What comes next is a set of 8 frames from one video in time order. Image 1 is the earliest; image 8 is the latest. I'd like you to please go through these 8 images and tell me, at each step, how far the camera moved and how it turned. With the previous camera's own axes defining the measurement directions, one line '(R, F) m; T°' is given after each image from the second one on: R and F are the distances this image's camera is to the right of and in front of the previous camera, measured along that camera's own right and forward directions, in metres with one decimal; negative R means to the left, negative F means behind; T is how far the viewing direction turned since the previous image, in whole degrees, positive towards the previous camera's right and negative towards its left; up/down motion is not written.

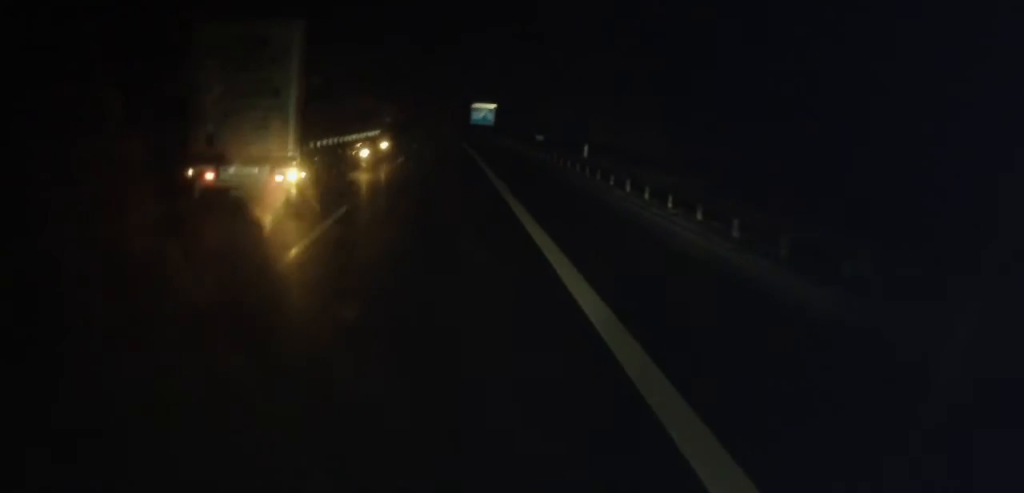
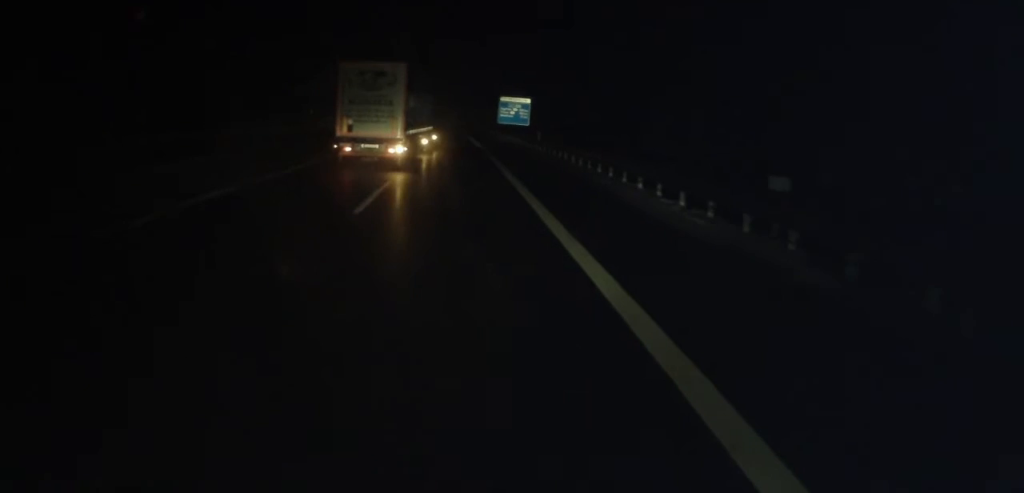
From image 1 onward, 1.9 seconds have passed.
(-0.3, +31.3) m; -1°
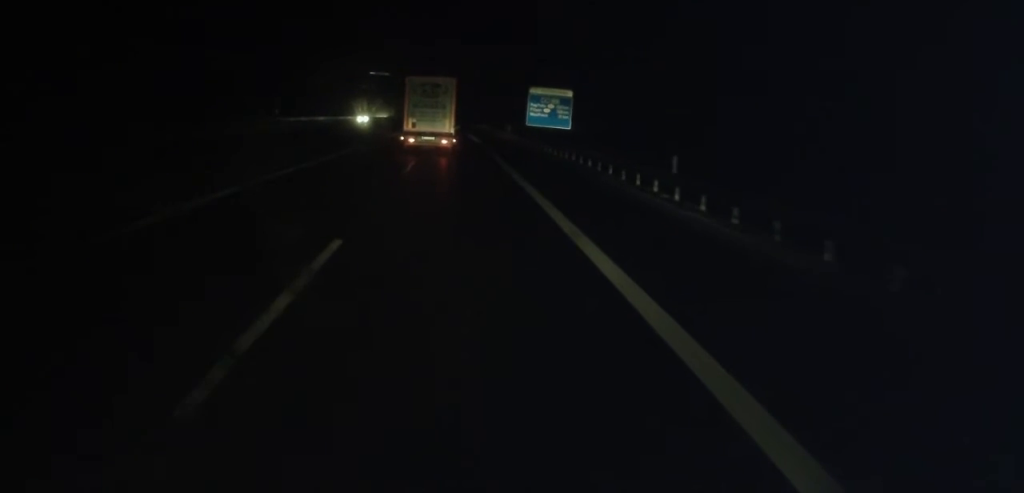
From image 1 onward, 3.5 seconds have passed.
(-0.5, +26.9) m; -2°
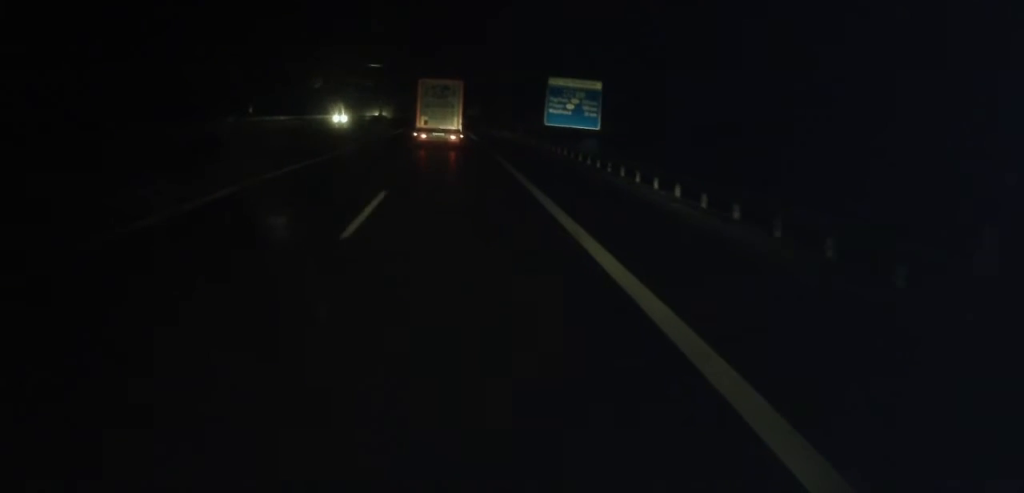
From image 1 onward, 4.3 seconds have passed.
(-0.1, +12.0) m; 0°
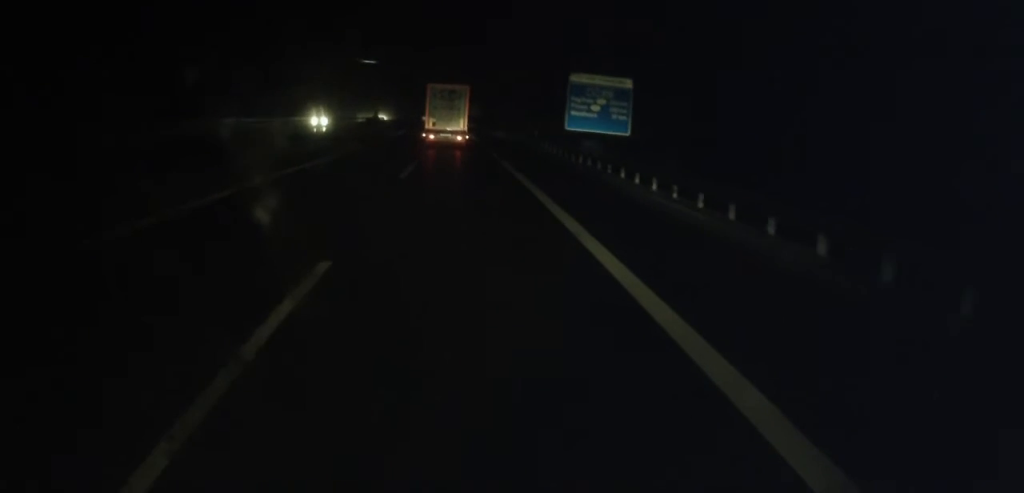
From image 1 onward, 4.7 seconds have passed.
(+0.2, +7.6) m; +1°
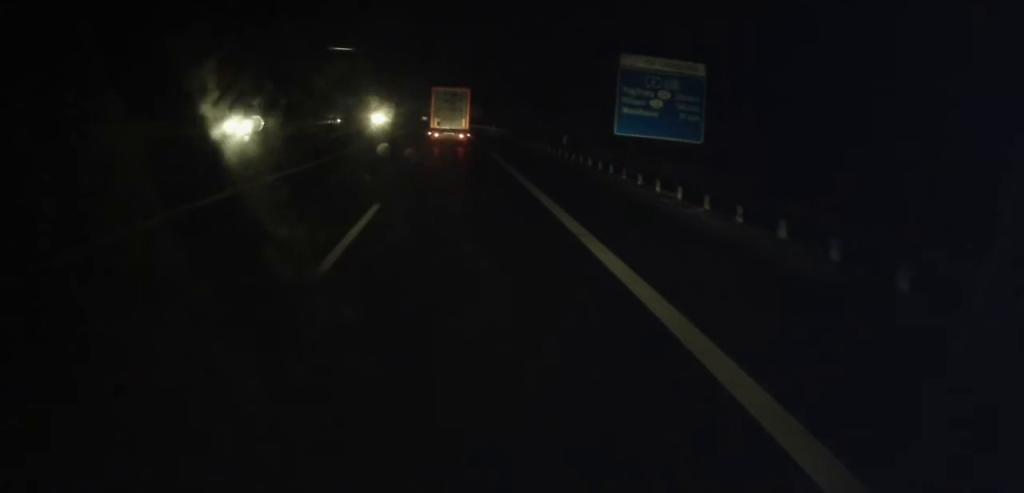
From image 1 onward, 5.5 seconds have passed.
(0.0, +12.5) m; 0°
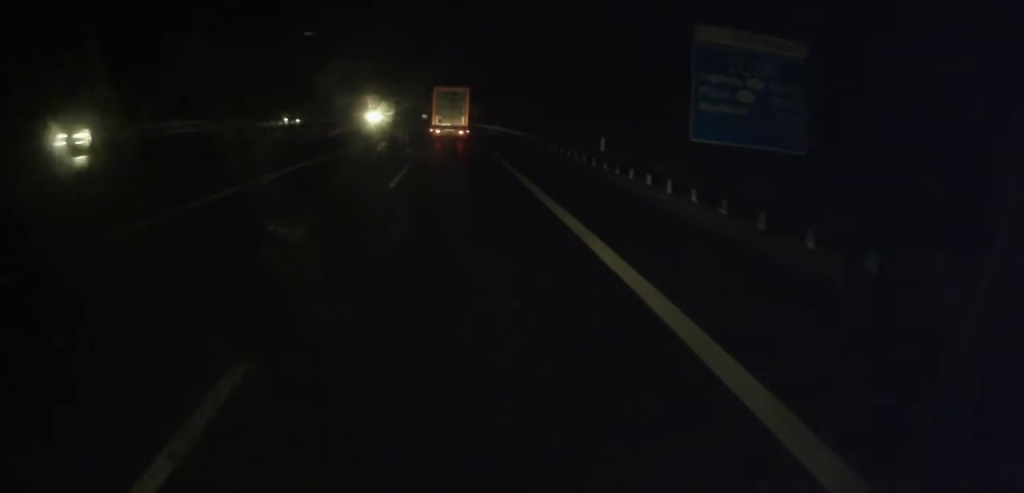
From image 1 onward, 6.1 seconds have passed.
(-0.1, +9.2) m; 0°
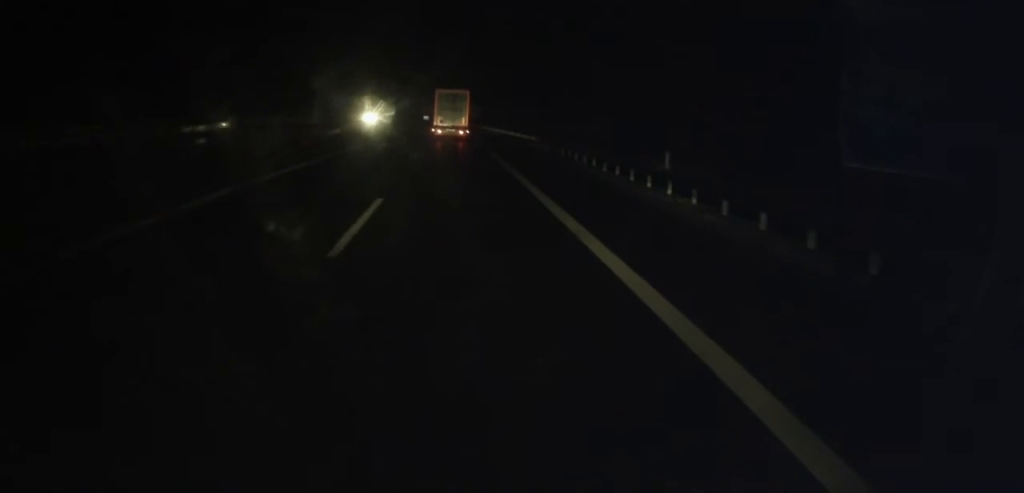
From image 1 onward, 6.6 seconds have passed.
(+0.1, +8.2) m; -1°
